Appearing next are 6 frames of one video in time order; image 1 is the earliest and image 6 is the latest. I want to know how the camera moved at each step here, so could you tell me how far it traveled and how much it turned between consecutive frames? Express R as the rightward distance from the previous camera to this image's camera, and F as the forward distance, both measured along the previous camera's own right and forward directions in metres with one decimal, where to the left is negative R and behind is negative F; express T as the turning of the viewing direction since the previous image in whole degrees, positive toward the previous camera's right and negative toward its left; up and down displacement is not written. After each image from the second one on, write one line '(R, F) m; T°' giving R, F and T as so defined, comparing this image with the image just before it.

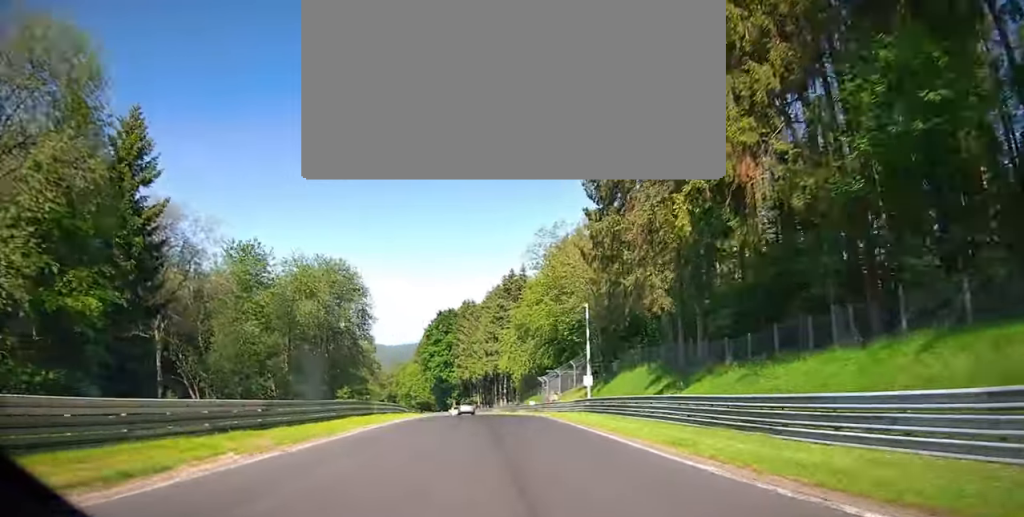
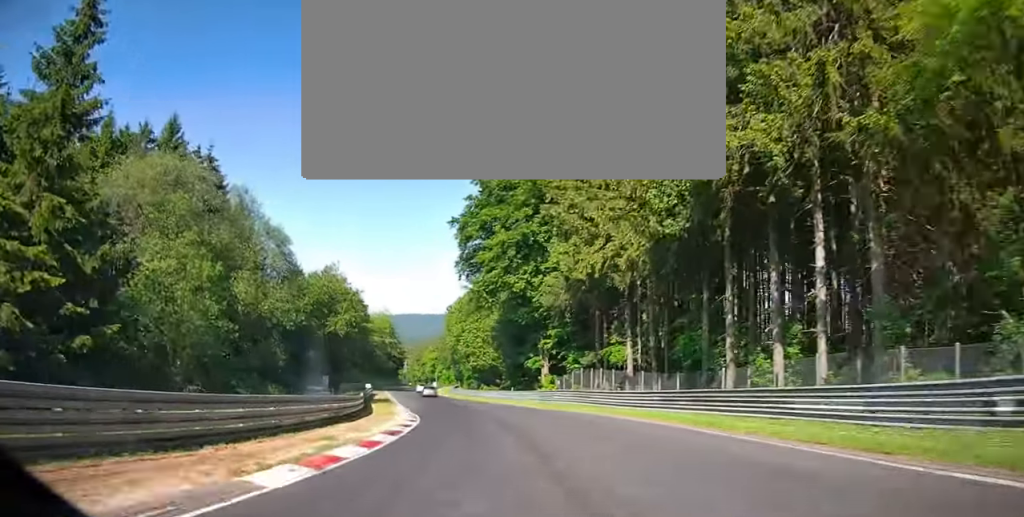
(-6.2, +100.6) m; -10°
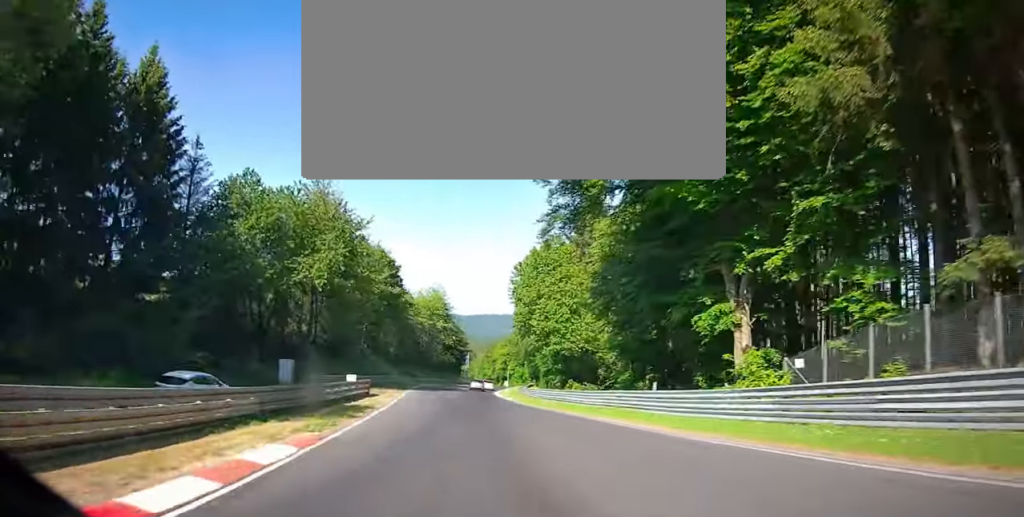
(-1.6, +34.2) m; -4°
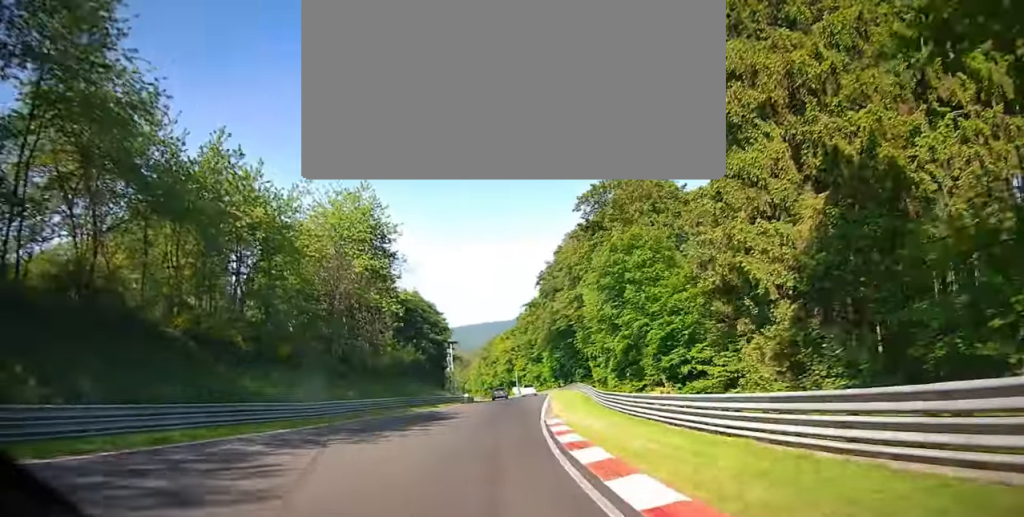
(-2.0, +66.0) m; -1°
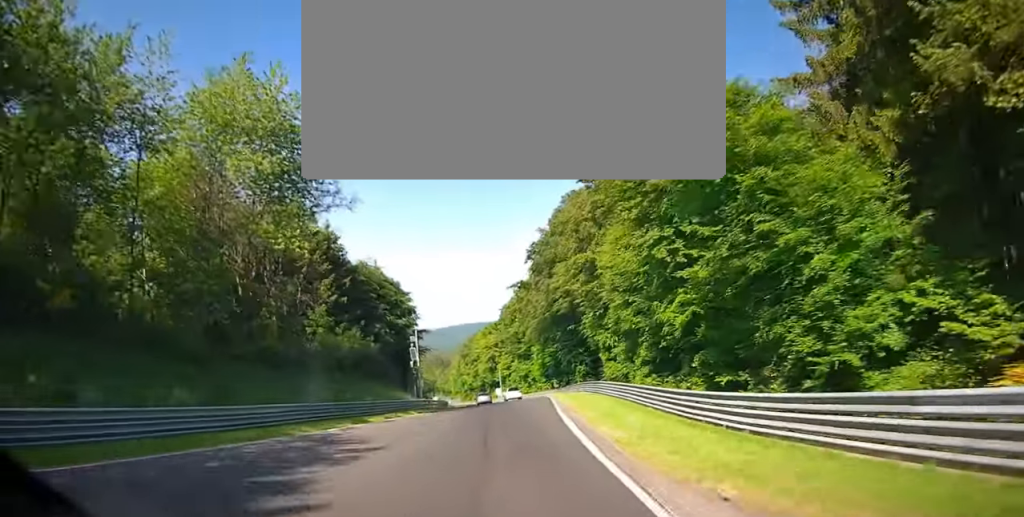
(+0.2, +20.1) m; 0°
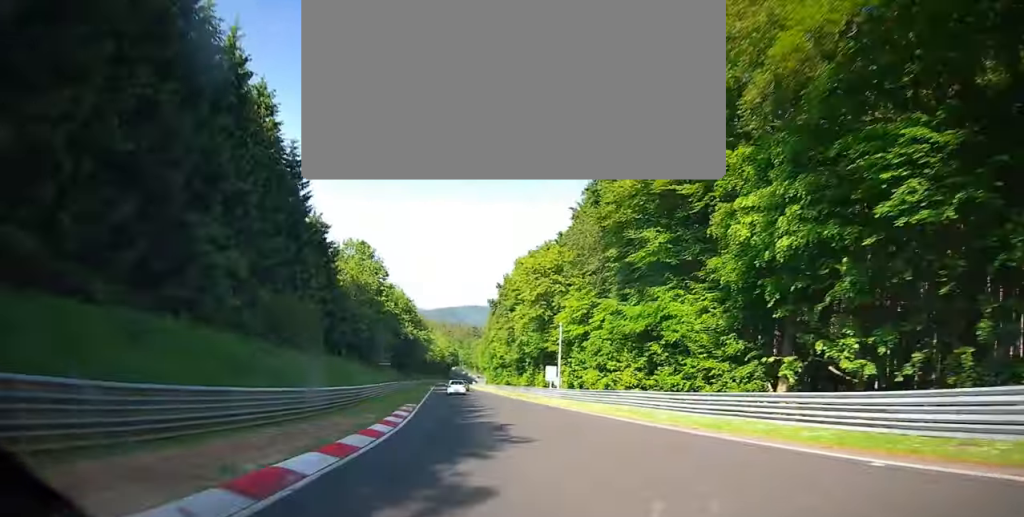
(-1.3, +79.5) m; -3°
